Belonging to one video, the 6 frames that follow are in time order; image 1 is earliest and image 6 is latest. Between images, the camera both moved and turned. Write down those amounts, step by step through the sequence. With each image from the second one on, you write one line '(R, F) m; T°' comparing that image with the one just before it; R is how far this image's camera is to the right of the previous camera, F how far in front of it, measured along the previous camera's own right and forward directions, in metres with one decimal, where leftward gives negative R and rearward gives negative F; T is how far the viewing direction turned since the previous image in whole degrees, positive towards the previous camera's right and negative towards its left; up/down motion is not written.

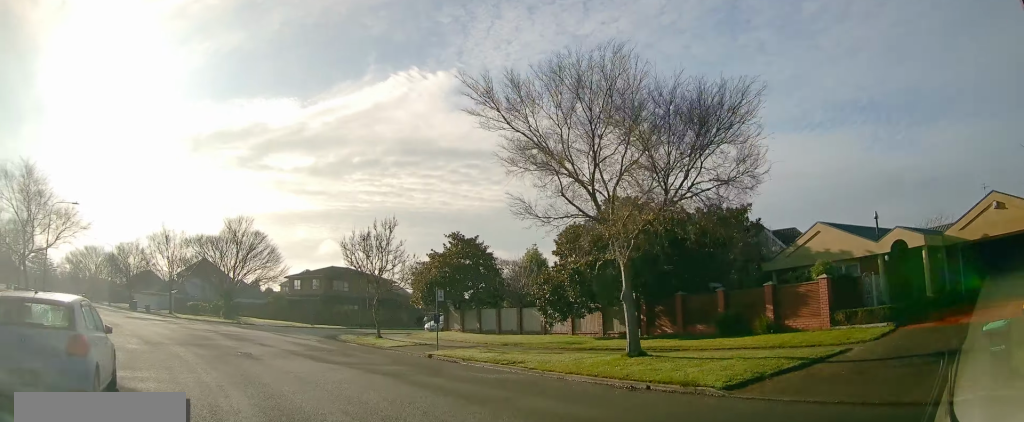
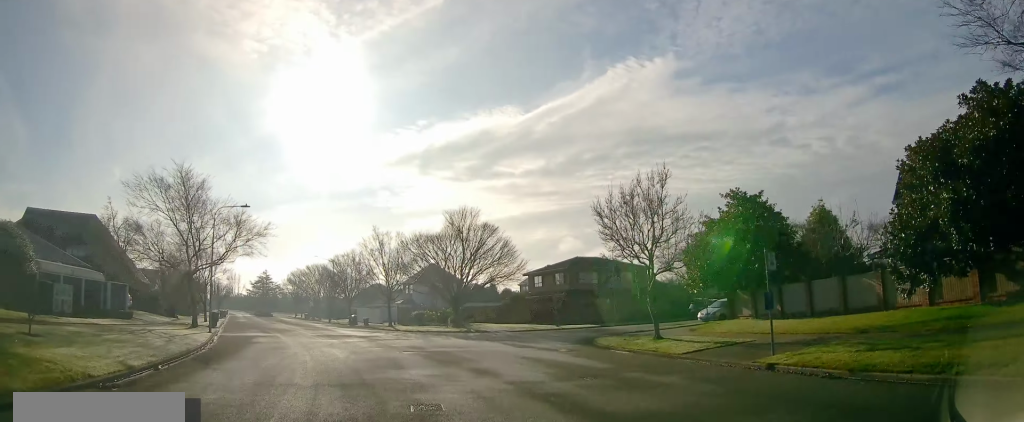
(-1.0, +9.8) m; -14°
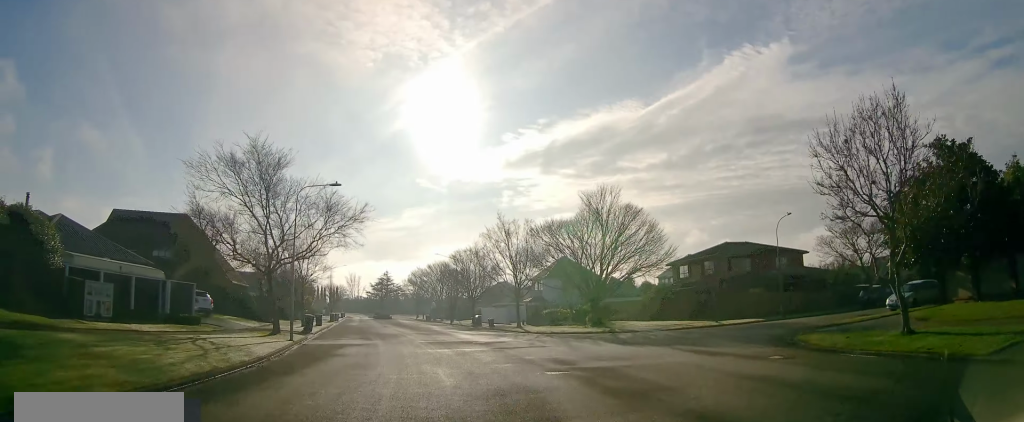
(-0.6, +7.2) m; -10°
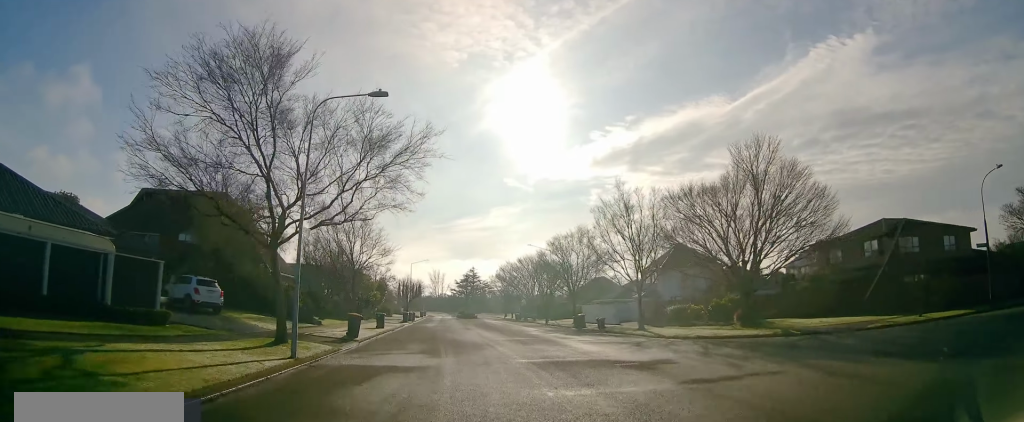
(-1.6, +12.0) m; -13°
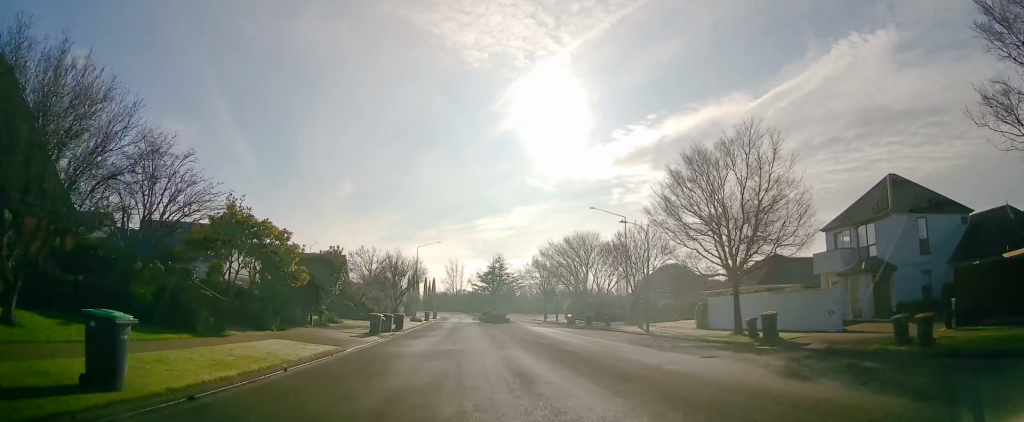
(-0.2, +33.7) m; +1°
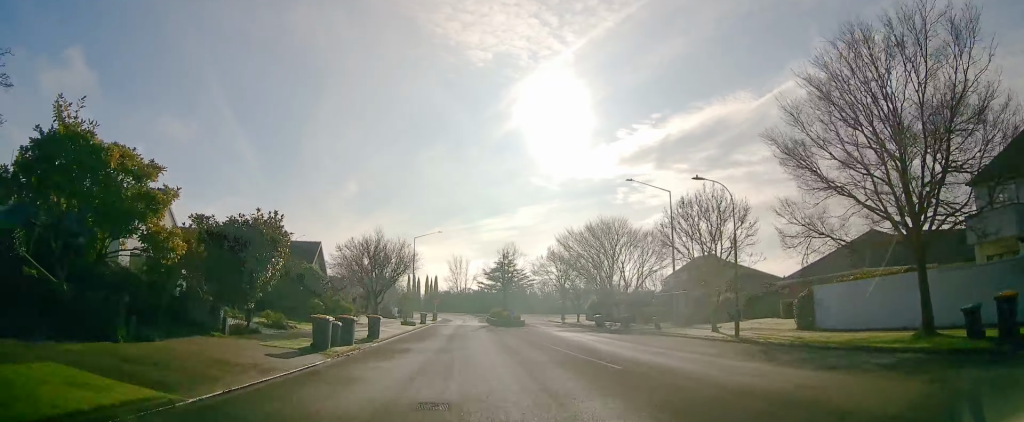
(-0.1, +13.0) m; -1°
